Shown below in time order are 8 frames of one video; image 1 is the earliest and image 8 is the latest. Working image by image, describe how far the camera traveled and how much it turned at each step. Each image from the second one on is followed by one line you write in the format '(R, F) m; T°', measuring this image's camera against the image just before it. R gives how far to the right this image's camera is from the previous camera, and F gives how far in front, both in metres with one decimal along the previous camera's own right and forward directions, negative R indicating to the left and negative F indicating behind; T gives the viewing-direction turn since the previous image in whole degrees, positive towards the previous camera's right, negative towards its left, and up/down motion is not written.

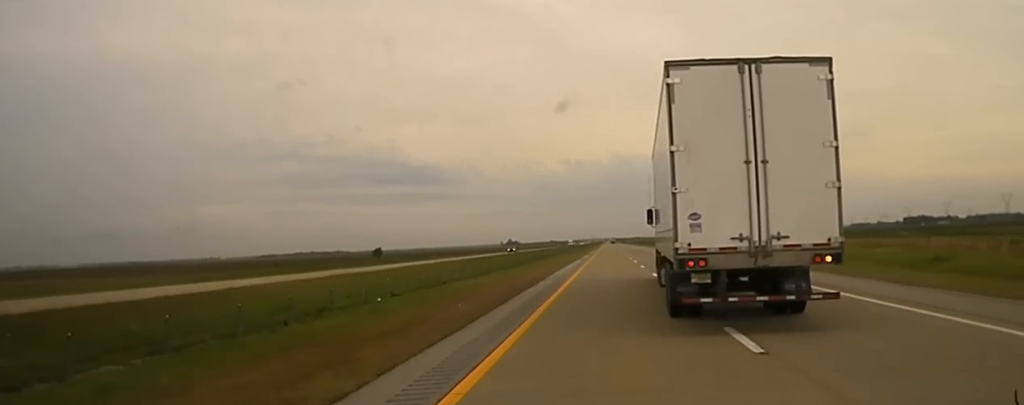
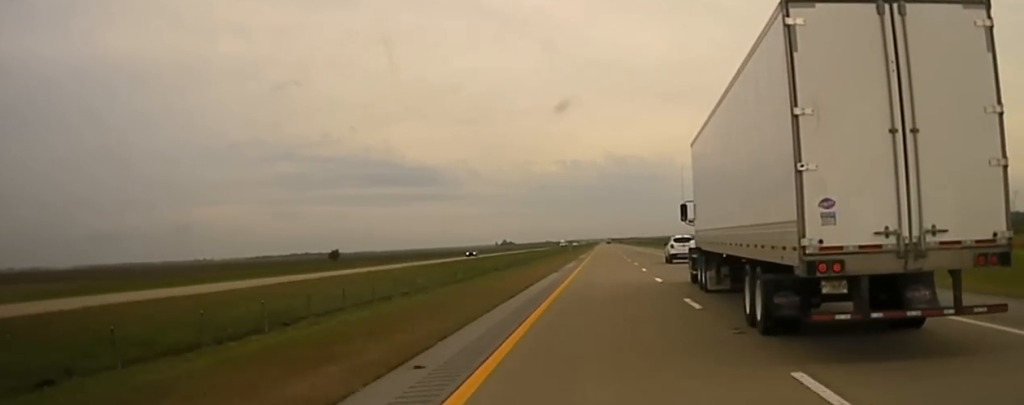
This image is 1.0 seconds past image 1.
(+0.1, +26.6) m; 0°
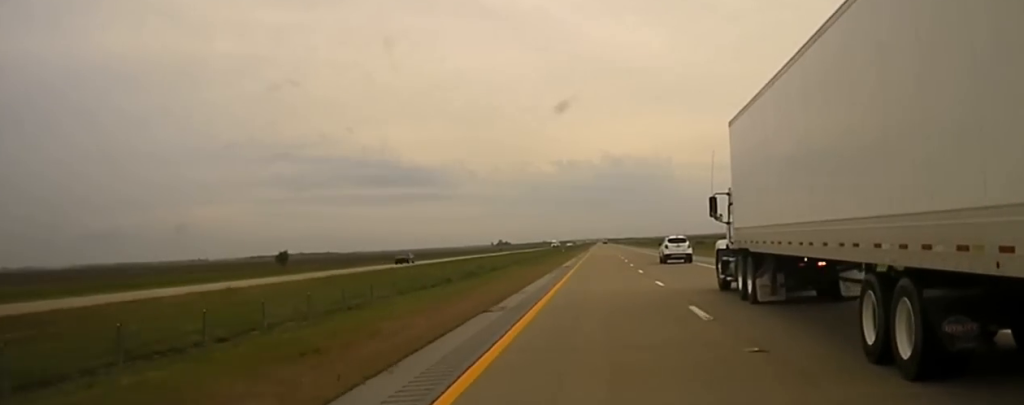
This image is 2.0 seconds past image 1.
(-0.1, +28.2) m; 0°
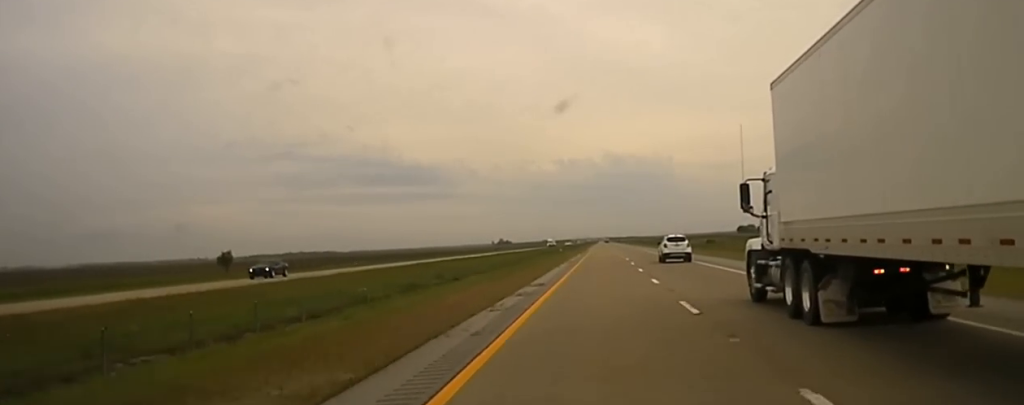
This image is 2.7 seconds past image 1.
(0.0, +26.7) m; 0°
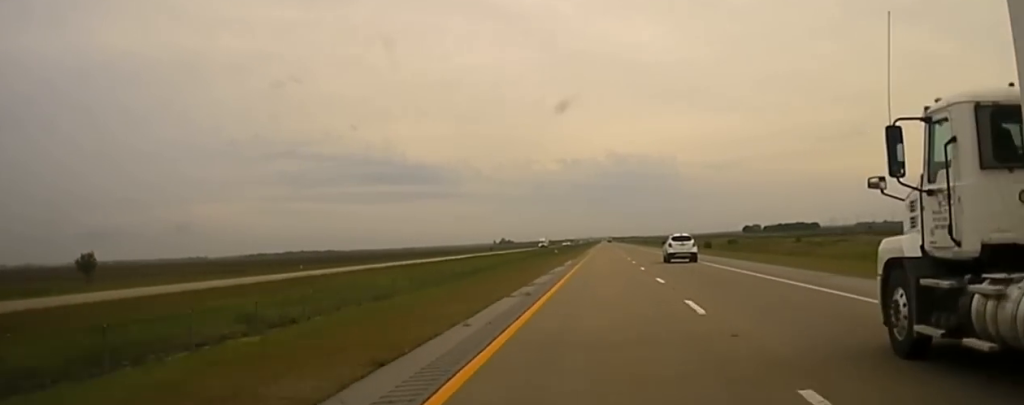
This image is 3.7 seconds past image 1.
(-0.1, +38.9) m; 0°
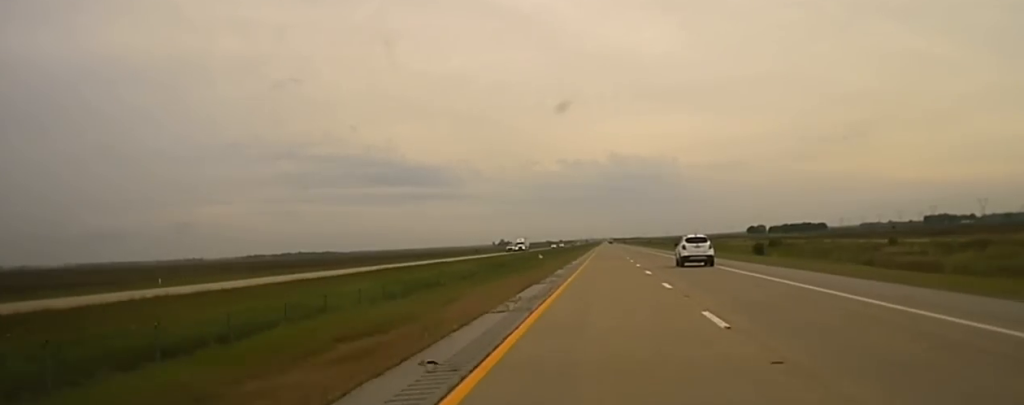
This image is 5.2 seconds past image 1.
(+0.2, +55.0) m; 0°
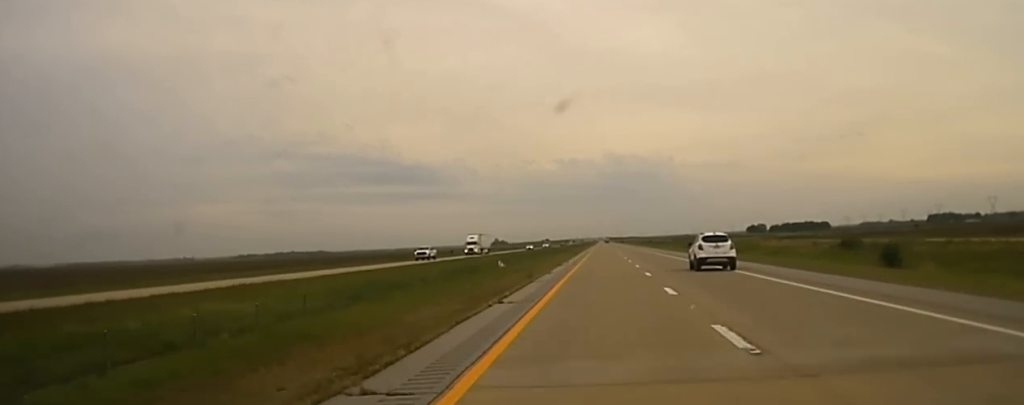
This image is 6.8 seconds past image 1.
(-0.4, +48.1) m; 0°
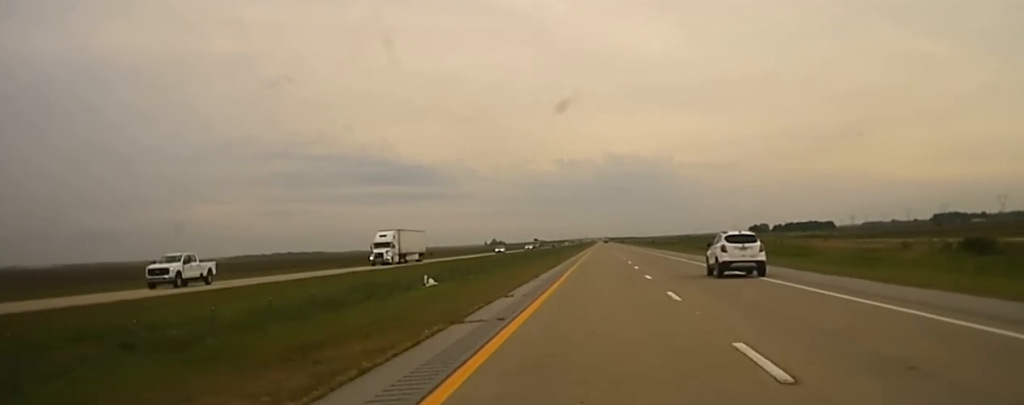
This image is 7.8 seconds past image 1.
(+0.3, +31.5) m; +1°
